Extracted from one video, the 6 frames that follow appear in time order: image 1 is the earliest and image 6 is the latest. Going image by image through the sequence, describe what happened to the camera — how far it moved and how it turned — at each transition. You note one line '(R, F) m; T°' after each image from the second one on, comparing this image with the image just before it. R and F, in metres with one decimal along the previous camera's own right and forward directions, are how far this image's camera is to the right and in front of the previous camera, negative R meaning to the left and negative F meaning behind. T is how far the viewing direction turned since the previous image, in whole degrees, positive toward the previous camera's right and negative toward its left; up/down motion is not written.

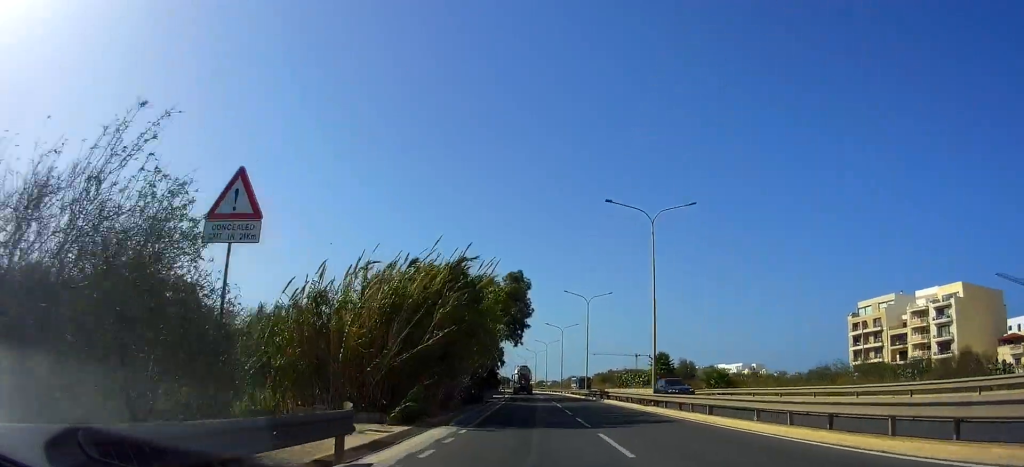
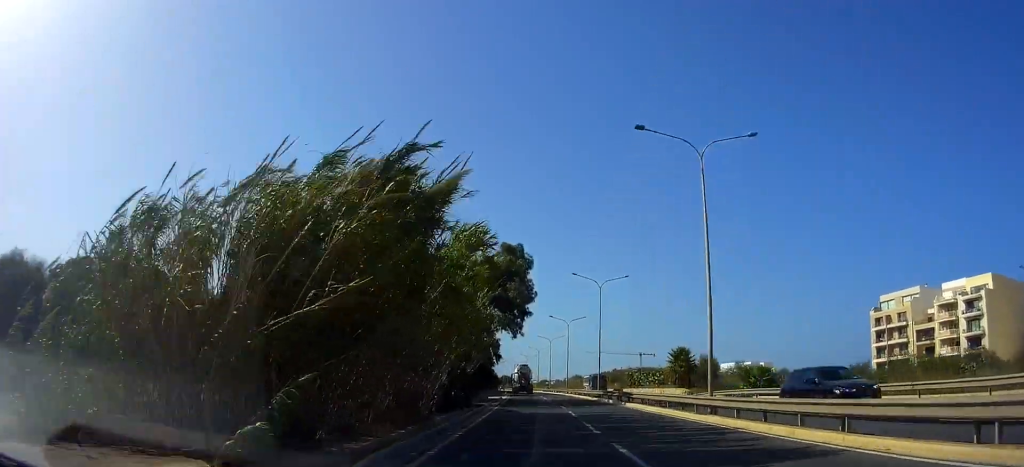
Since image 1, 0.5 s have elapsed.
(0.0, +8.4) m; 0°
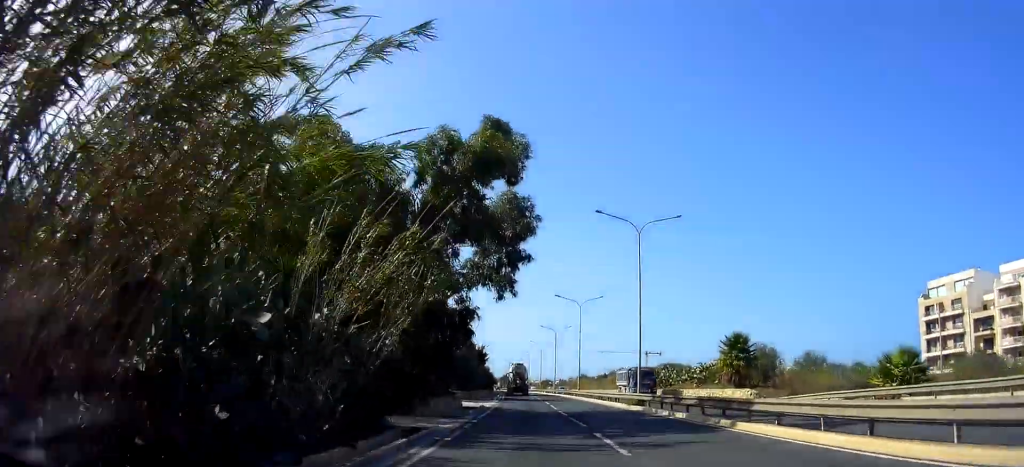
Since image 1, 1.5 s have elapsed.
(+0.6, +16.9) m; 0°
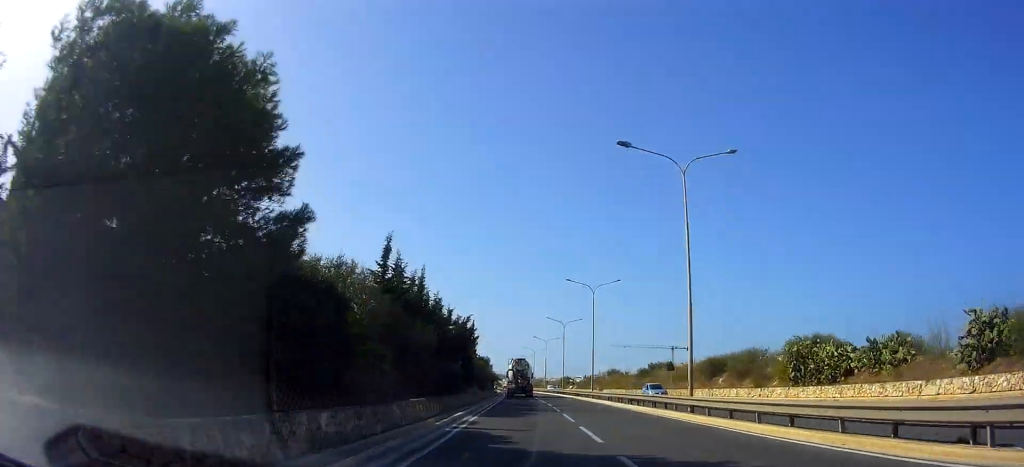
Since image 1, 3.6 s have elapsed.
(-0.1, +36.0) m; 0°
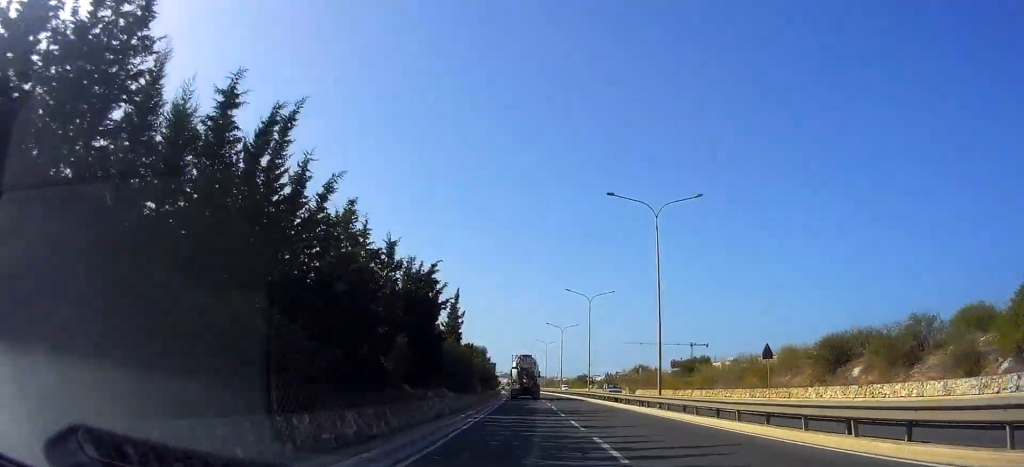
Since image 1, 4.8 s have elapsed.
(-0.8, +22.3) m; -2°
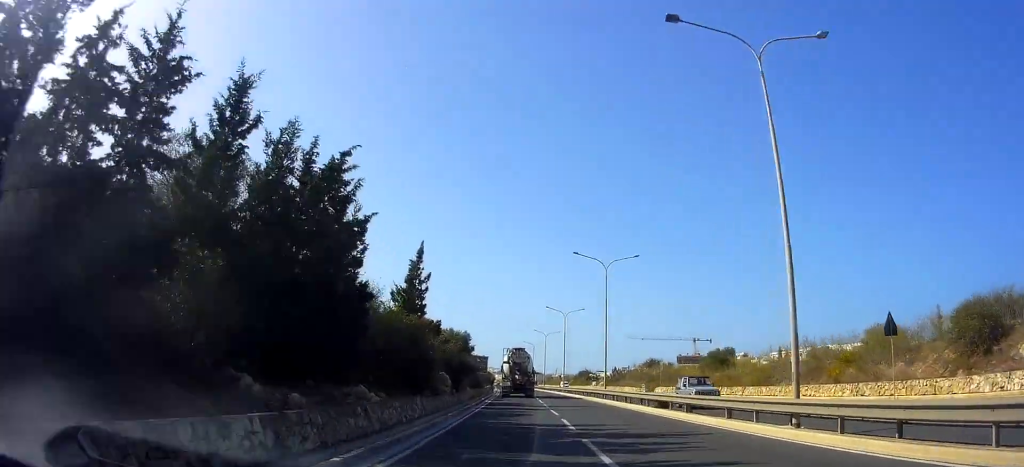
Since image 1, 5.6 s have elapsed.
(-0.1, +13.9) m; 0°
